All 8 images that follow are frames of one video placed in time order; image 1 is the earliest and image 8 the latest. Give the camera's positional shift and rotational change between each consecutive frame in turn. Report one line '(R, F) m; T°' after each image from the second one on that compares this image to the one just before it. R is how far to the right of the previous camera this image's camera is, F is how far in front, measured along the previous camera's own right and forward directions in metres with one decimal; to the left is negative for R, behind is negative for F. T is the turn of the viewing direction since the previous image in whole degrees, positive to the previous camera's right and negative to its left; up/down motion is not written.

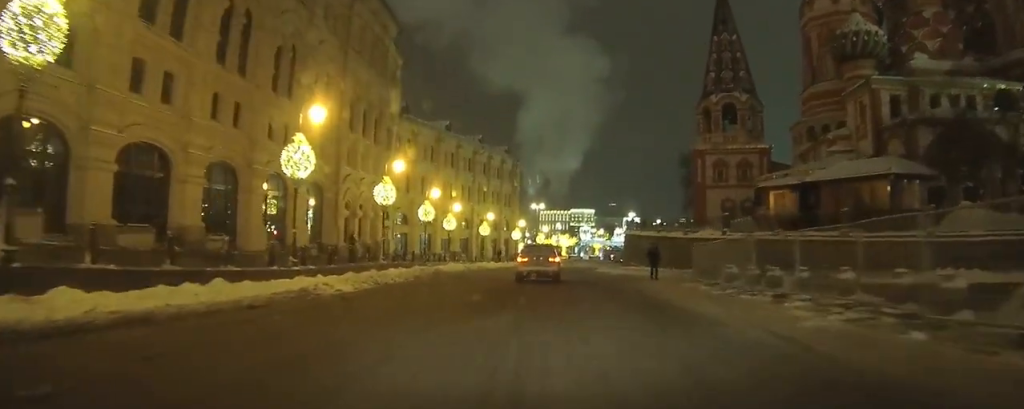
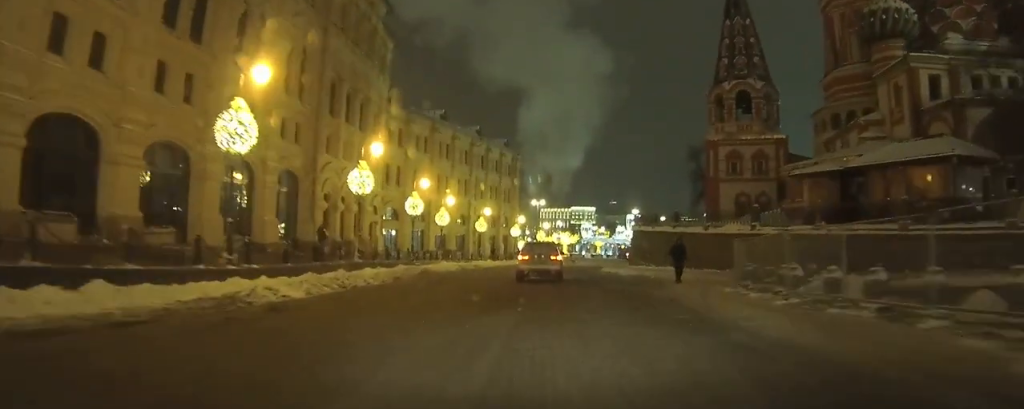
(-0.1, +4.8) m; -1°
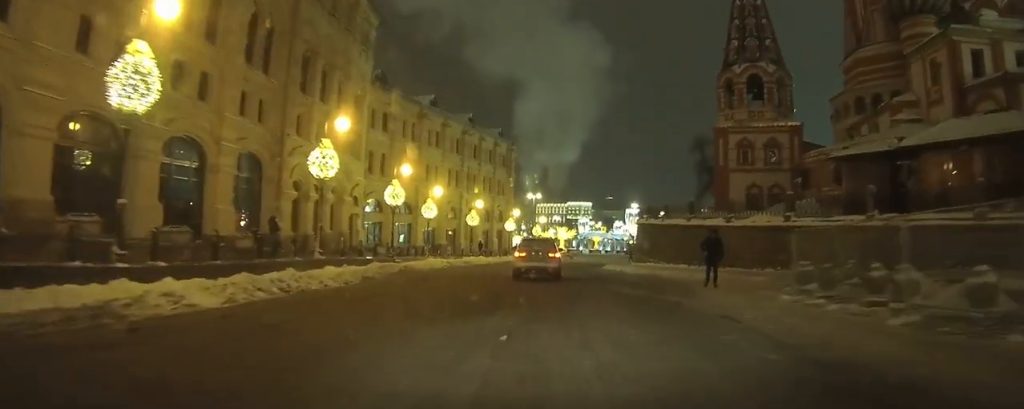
(0.0, +4.6) m; +1°
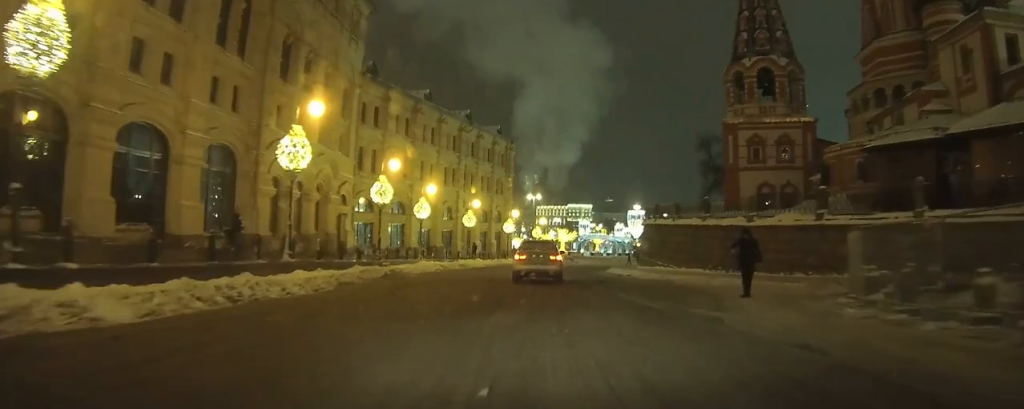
(0.0, +2.9) m; +1°
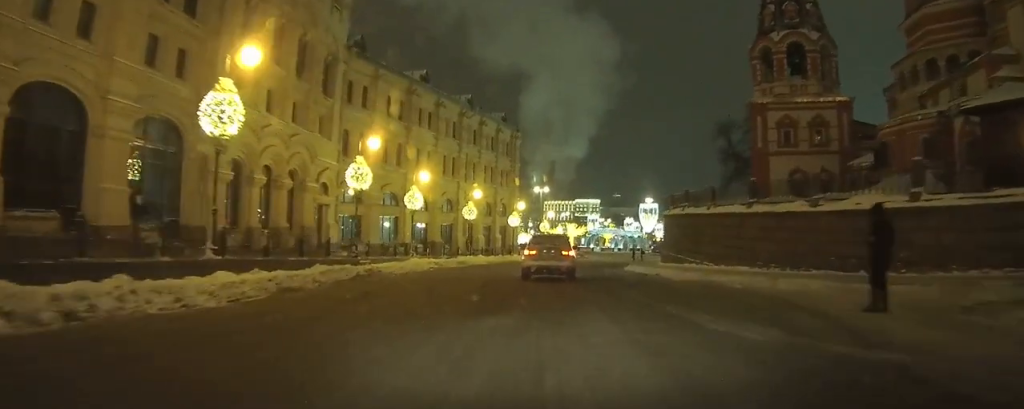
(+0.2, +5.3) m; +2°
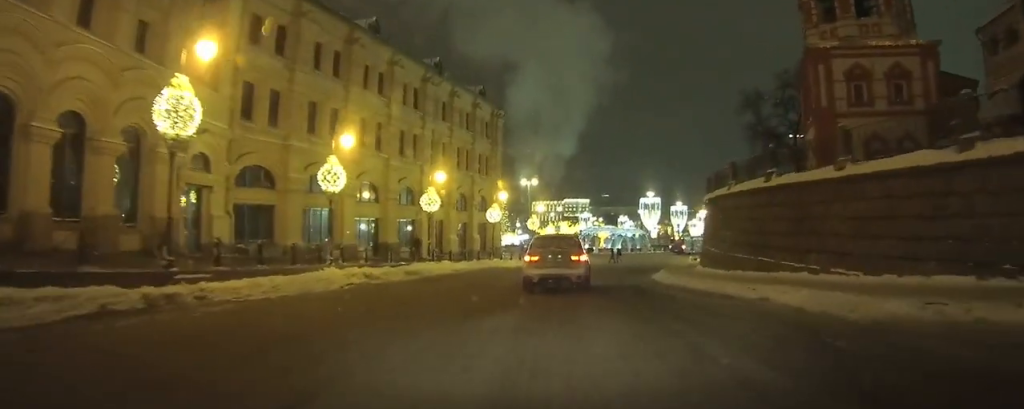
(+0.3, +12.0) m; +2°
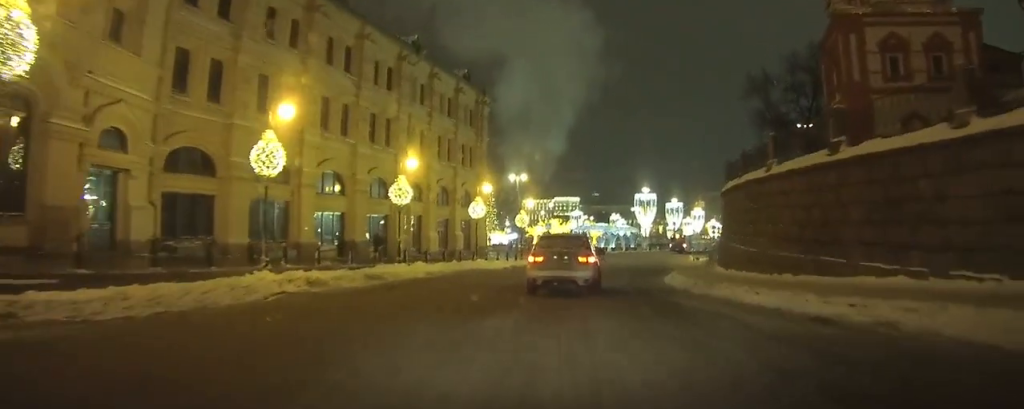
(0.0, +4.3) m; 0°
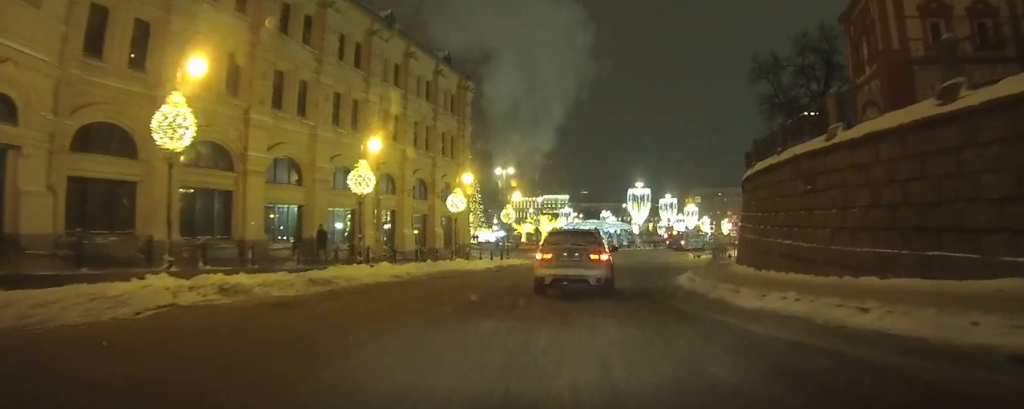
(0.0, +3.8) m; 0°
